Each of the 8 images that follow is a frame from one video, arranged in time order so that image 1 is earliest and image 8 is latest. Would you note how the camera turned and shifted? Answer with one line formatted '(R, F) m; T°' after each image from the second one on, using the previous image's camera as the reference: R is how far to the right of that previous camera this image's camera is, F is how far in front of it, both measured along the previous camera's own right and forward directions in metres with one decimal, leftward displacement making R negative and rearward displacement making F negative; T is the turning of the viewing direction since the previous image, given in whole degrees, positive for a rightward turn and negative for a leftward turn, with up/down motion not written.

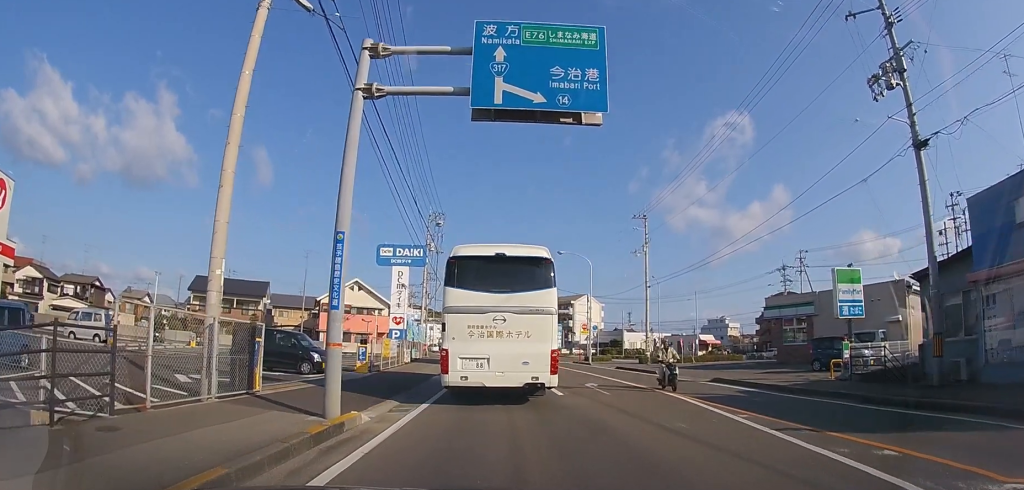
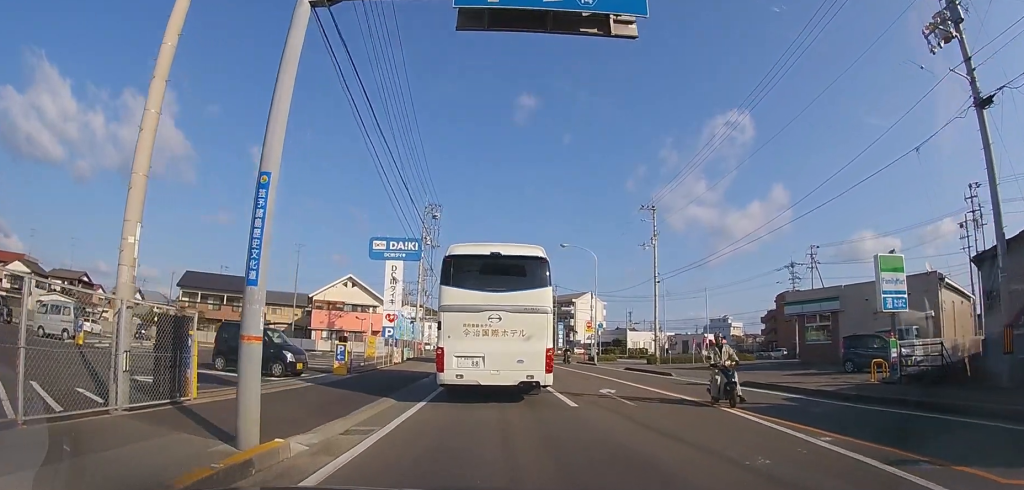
(0.0, +2.6) m; 0°
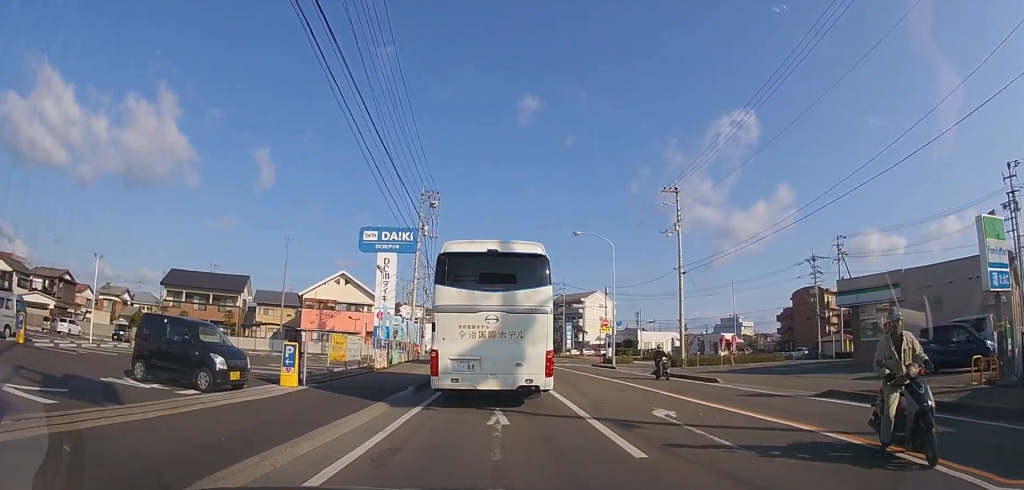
(0.0, +4.5) m; -1°
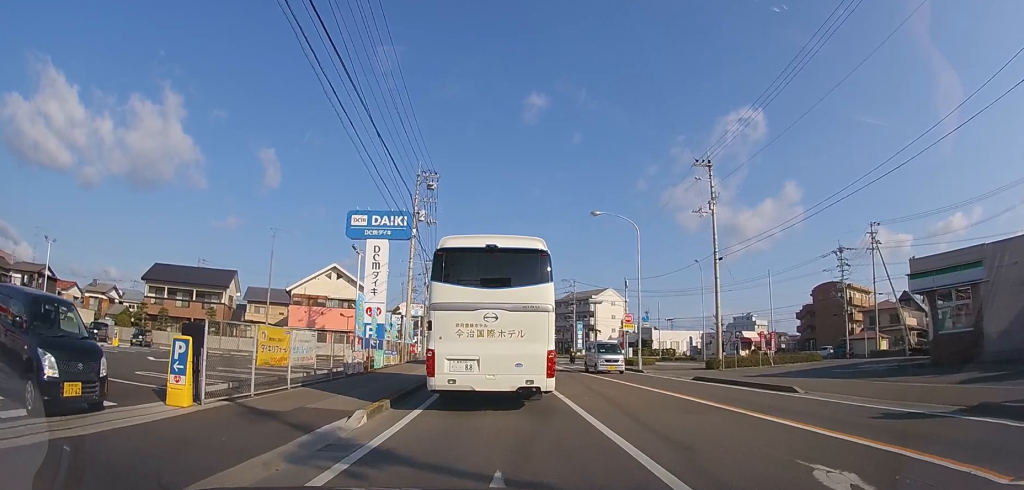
(-0.1, +5.0) m; -1°
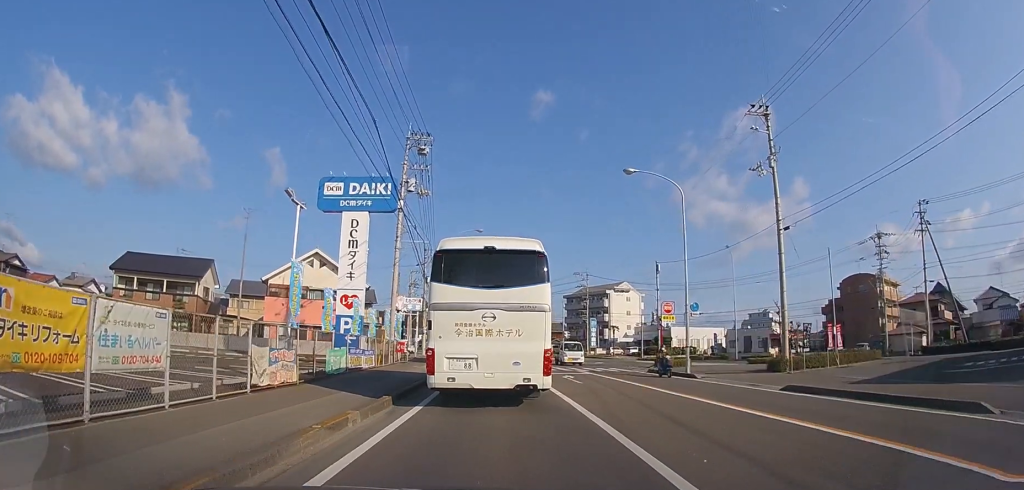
(0.0, +7.4) m; -1°
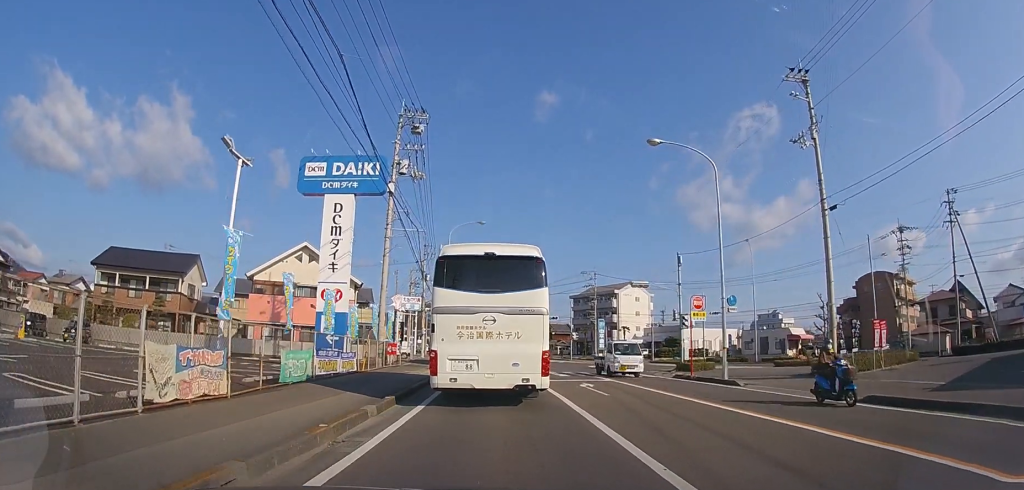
(-0.1, +4.0) m; -1°
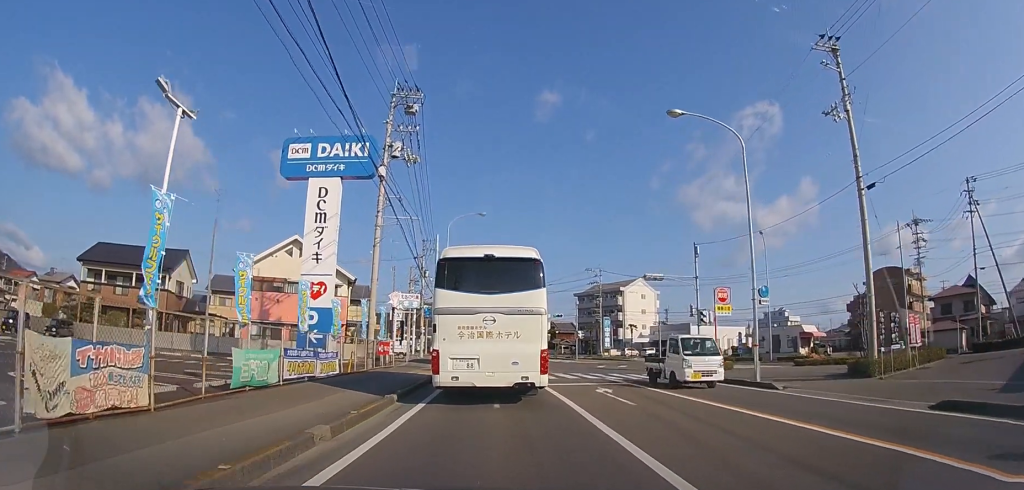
(0.0, +2.7) m; 0°
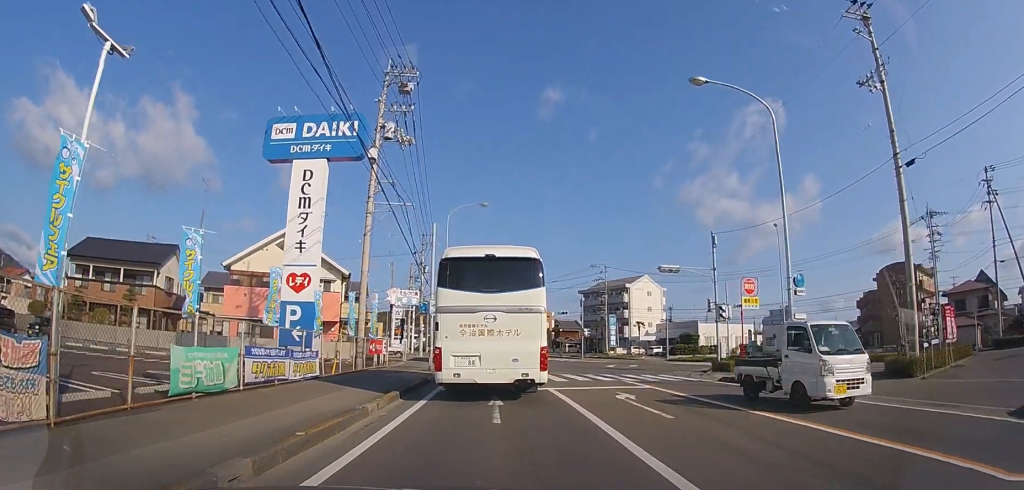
(0.0, +2.2) m; 0°
